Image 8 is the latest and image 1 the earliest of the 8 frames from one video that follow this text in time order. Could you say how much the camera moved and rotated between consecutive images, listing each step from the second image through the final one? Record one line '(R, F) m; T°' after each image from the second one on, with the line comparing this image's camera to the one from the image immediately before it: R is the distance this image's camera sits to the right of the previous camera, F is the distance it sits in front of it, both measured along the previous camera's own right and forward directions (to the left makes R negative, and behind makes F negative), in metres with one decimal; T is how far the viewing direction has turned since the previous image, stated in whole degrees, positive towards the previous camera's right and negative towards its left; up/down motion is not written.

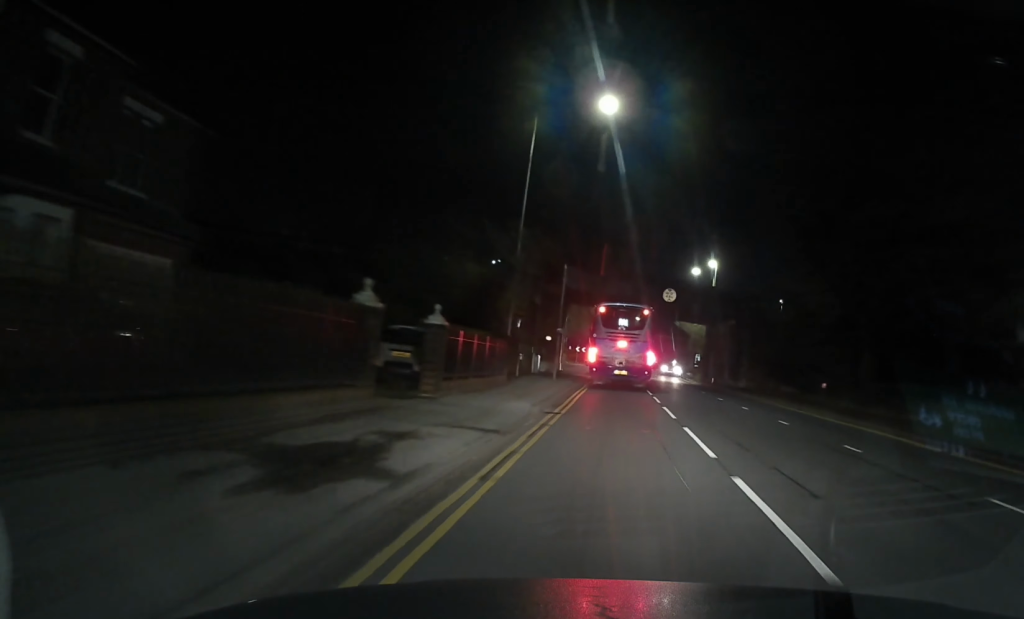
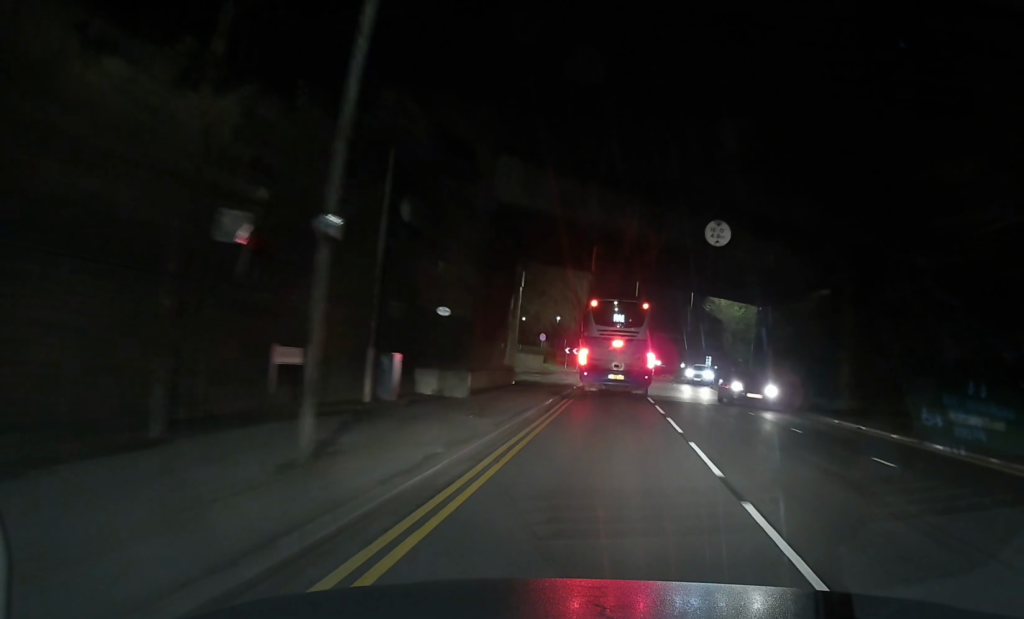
(-0.5, +25.9) m; -1°
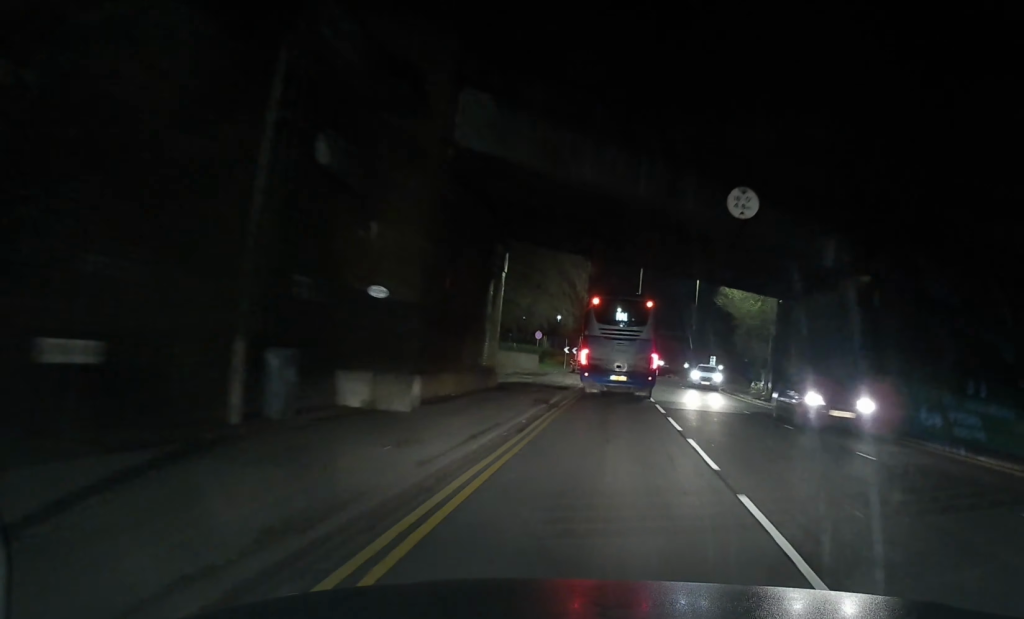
(+0.1, +5.3) m; -1°
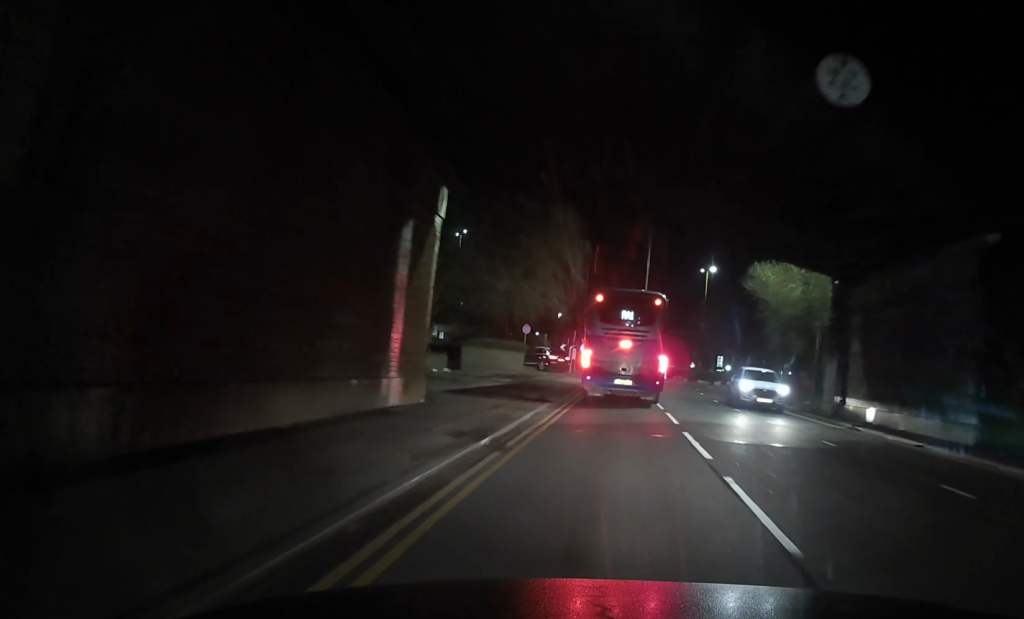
(-0.5, +9.6) m; -2°
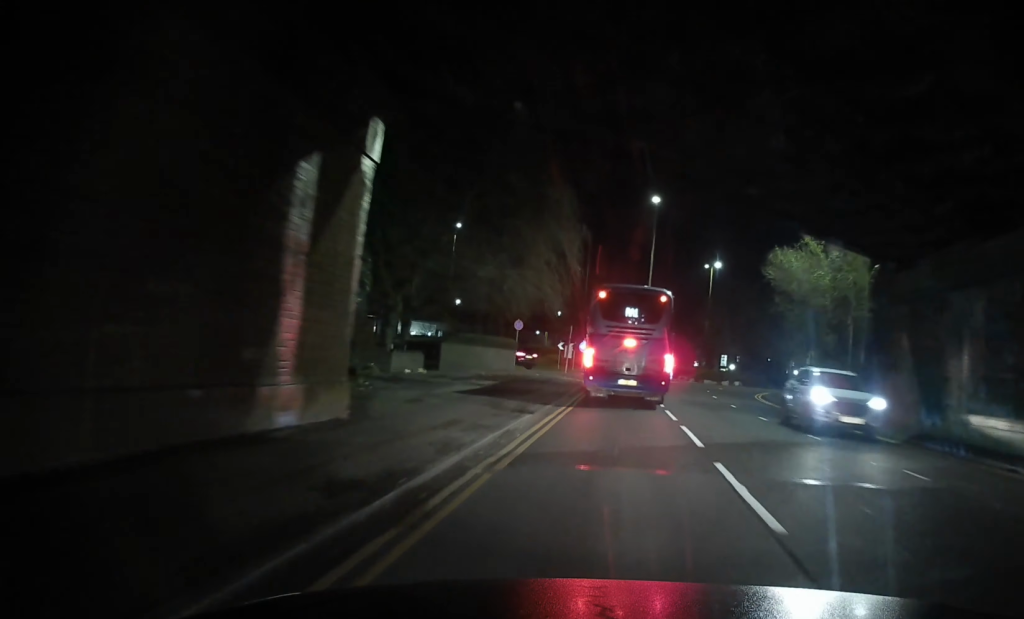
(0.0, +4.8) m; +1°
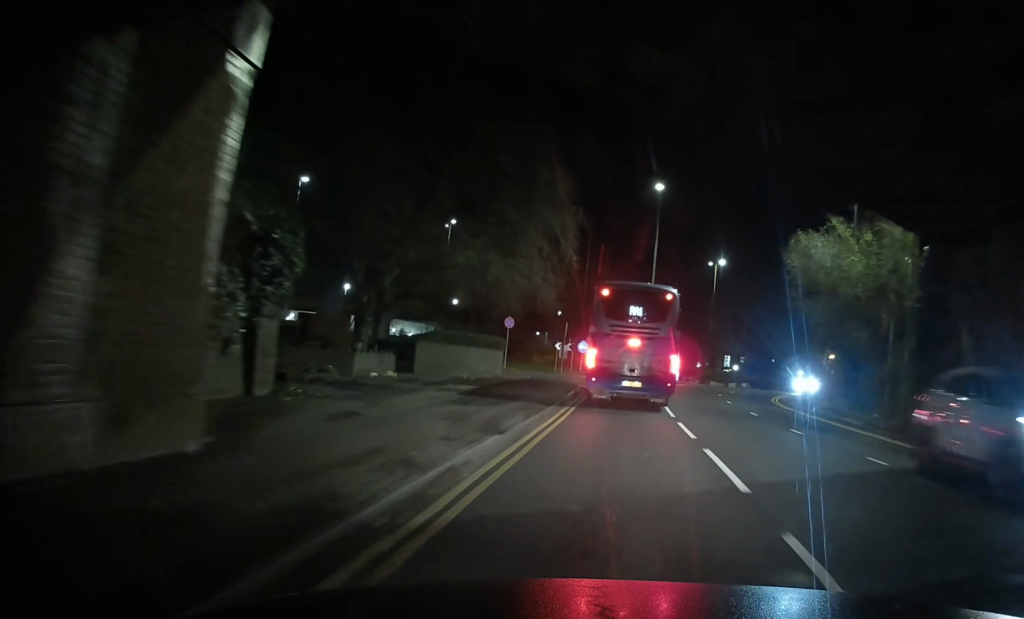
(-0.1, +4.4) m; +1°
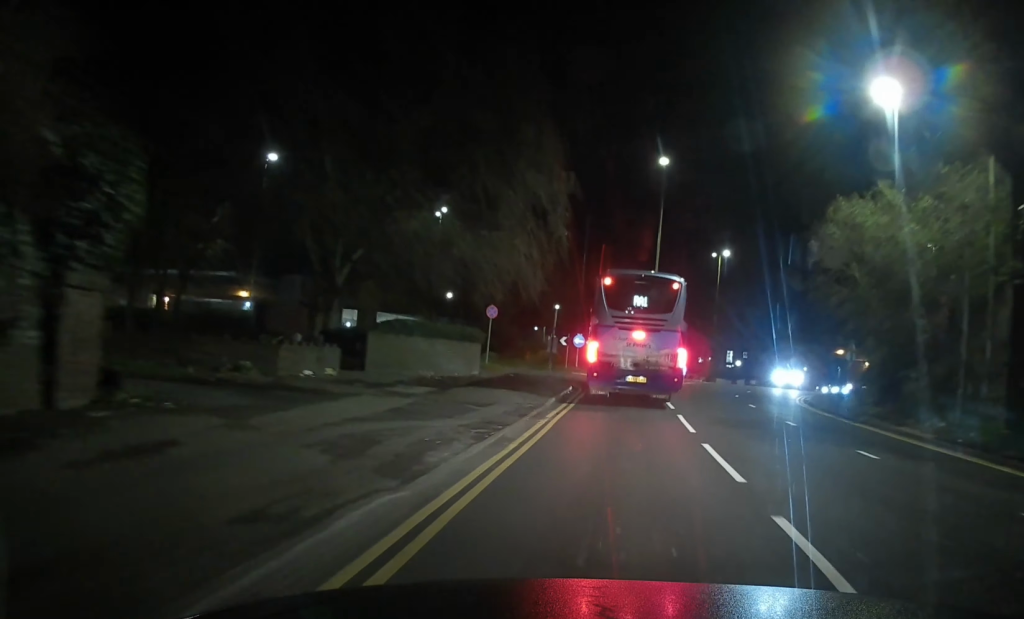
(+0.2, +5.4) m; 0°
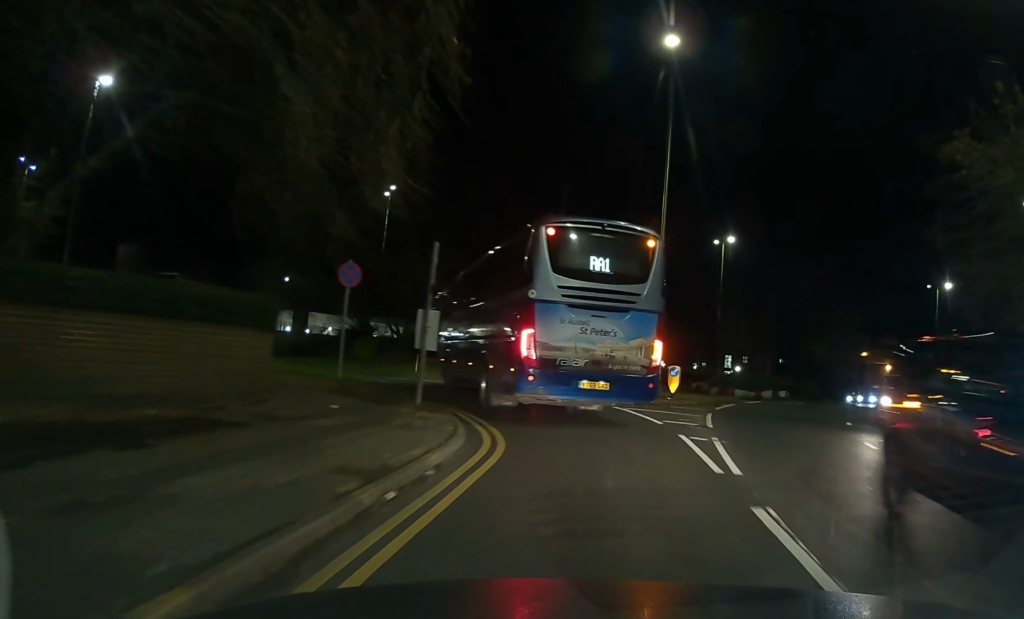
(-1.0, +18.5) m; -2°
